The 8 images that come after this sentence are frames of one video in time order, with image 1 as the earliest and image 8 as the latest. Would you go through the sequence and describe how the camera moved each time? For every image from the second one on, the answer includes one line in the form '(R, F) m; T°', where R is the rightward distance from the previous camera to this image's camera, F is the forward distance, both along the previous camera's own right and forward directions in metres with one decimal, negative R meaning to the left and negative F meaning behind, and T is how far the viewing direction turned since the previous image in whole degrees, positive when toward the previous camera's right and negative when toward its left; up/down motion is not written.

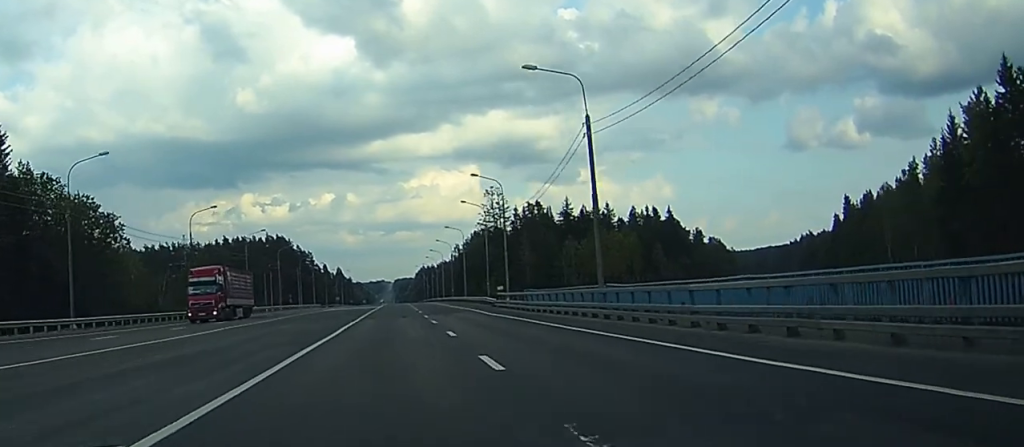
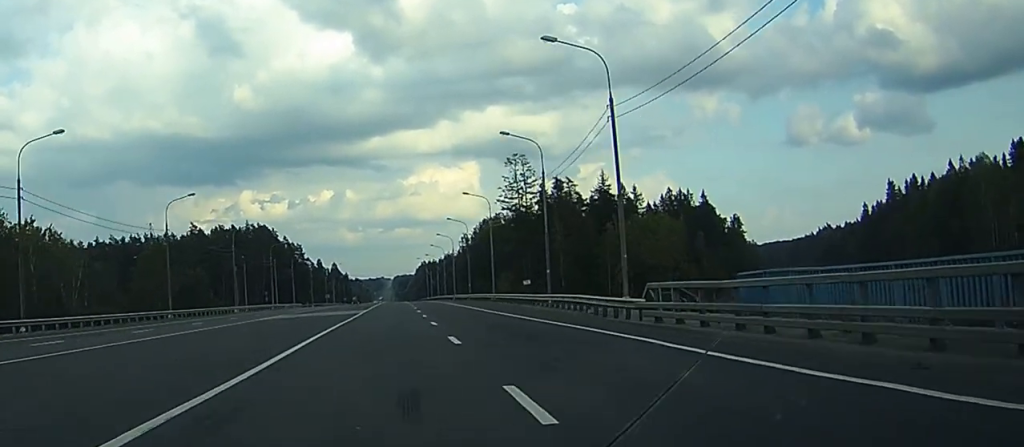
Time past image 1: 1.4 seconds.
(-0.1, +41.5) m; 0°
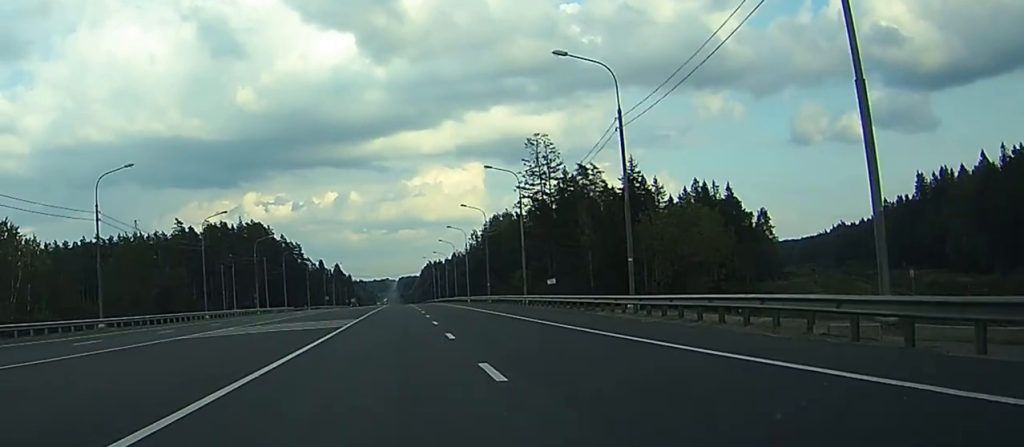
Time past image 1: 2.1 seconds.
(0.0, +20.2) m; 0°
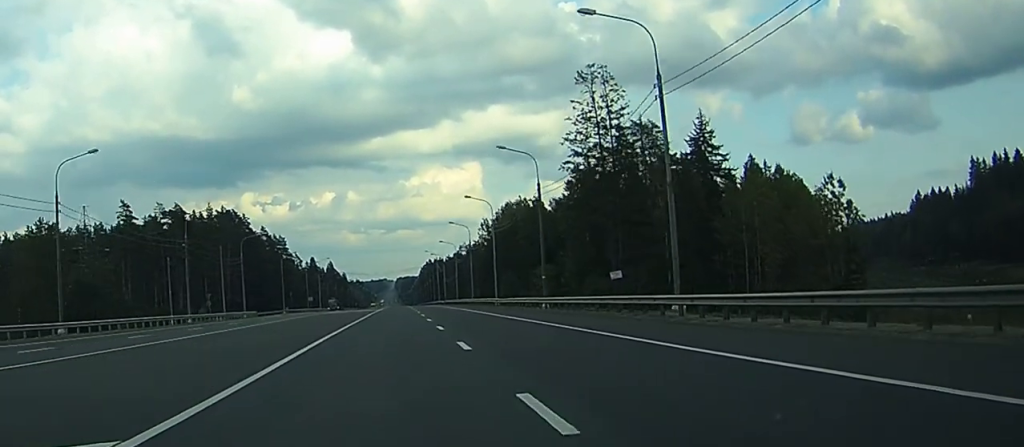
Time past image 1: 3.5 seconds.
(0.0, +40.7) m; 0°
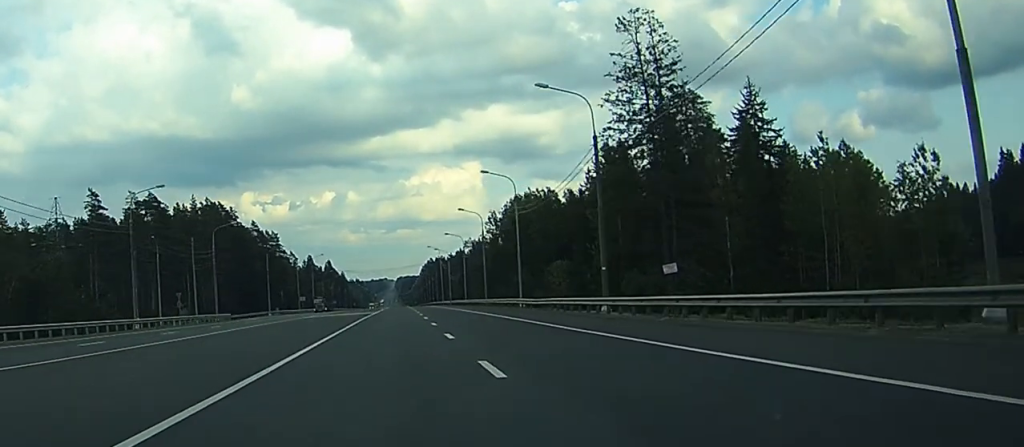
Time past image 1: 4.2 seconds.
(0.0, +18.4) m; 0°
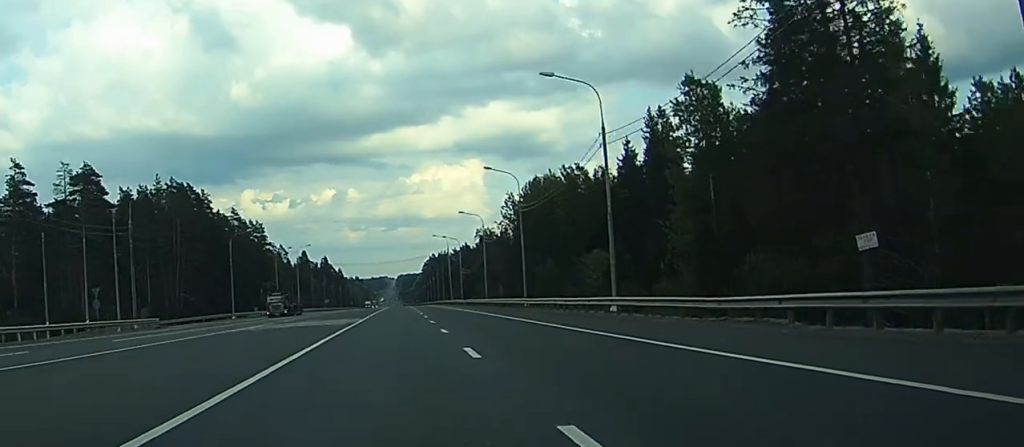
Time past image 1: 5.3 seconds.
(0.0, +32.1) m; 0°
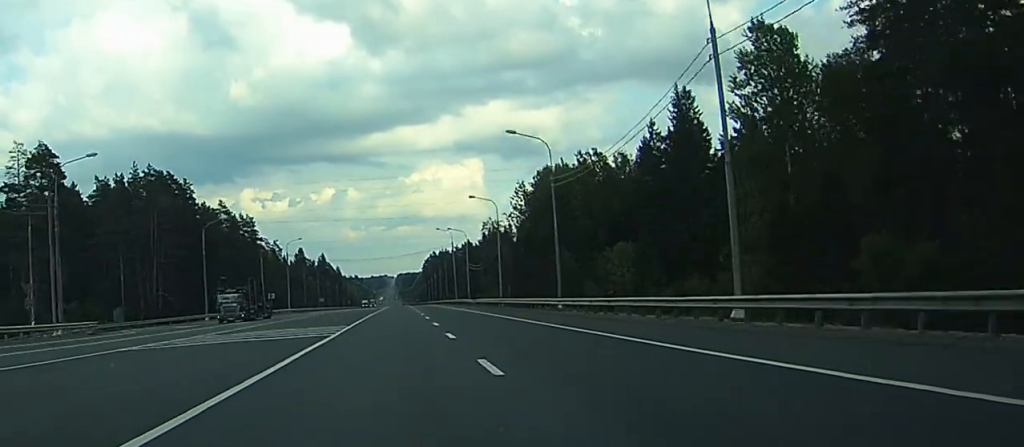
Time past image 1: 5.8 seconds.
(0.0, +15.6) m; 0°
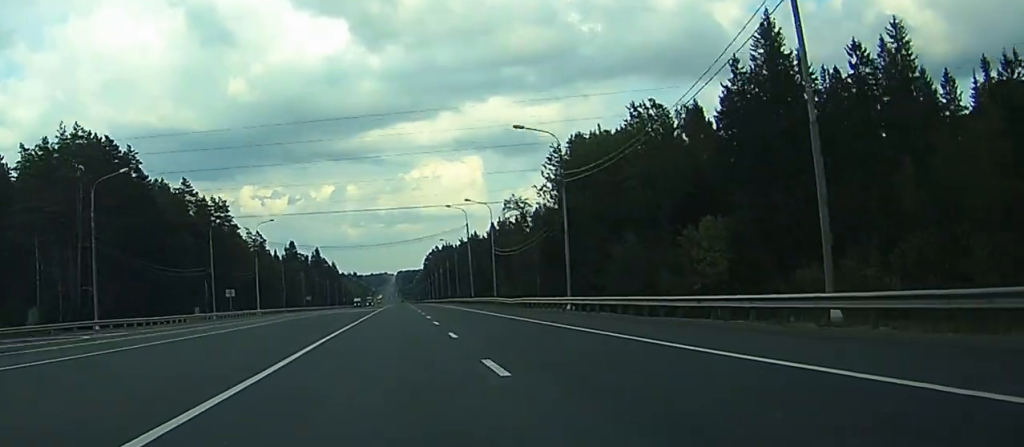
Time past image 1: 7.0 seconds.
(0.0, +36.2) m; 0°
